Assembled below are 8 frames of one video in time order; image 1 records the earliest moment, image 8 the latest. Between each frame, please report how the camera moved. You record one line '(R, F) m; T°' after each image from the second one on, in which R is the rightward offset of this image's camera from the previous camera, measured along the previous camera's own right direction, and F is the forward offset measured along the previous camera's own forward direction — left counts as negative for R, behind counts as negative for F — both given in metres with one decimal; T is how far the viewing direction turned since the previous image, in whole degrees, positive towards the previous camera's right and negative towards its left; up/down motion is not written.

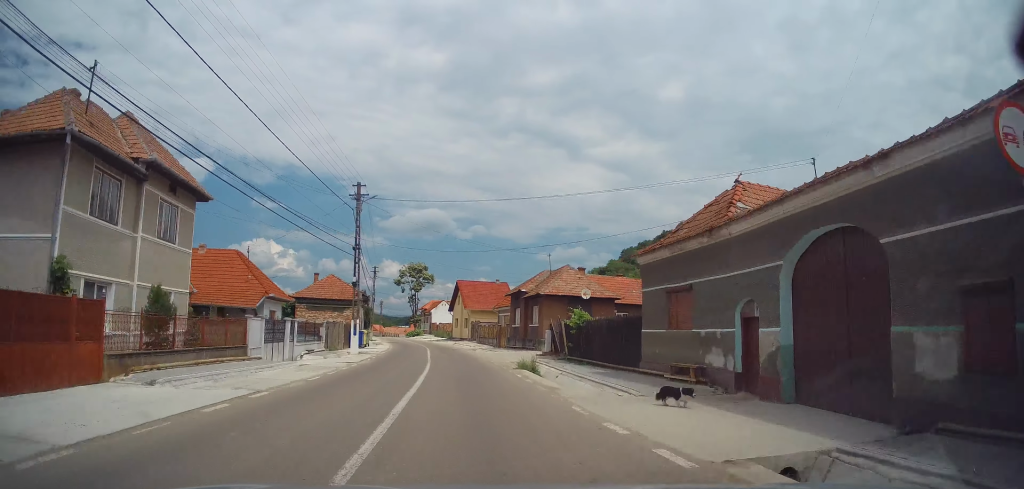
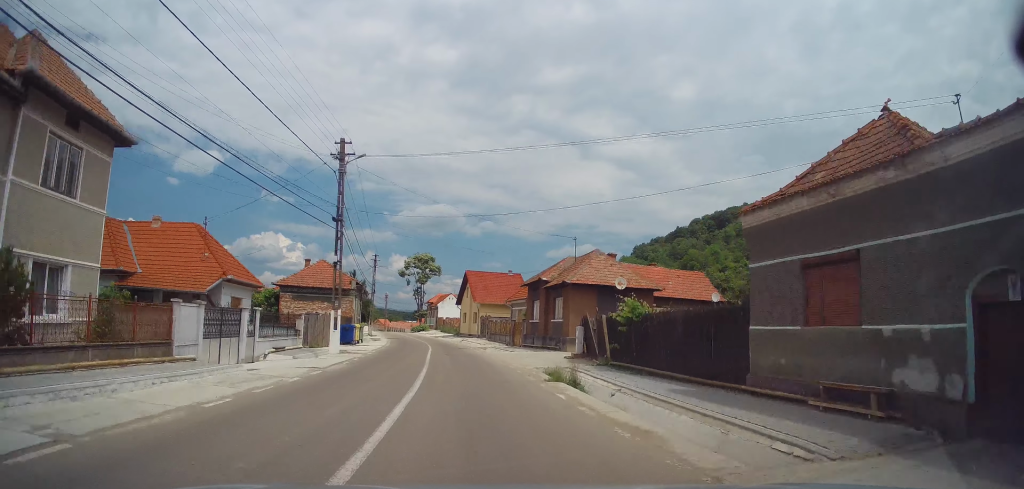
(0.0, +6.3) m; -1°
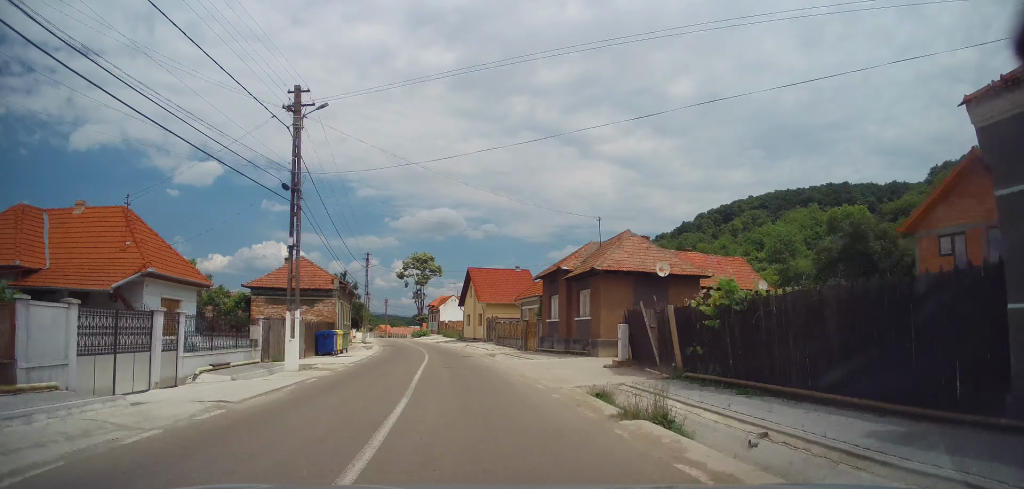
(-0.1, +6.3) m; -1°
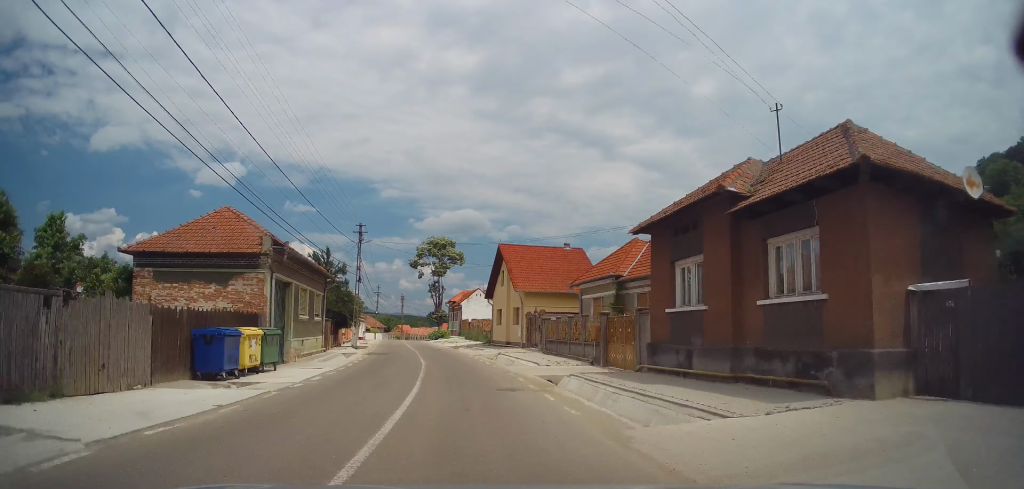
(-0.1, +15.8) m; -1°
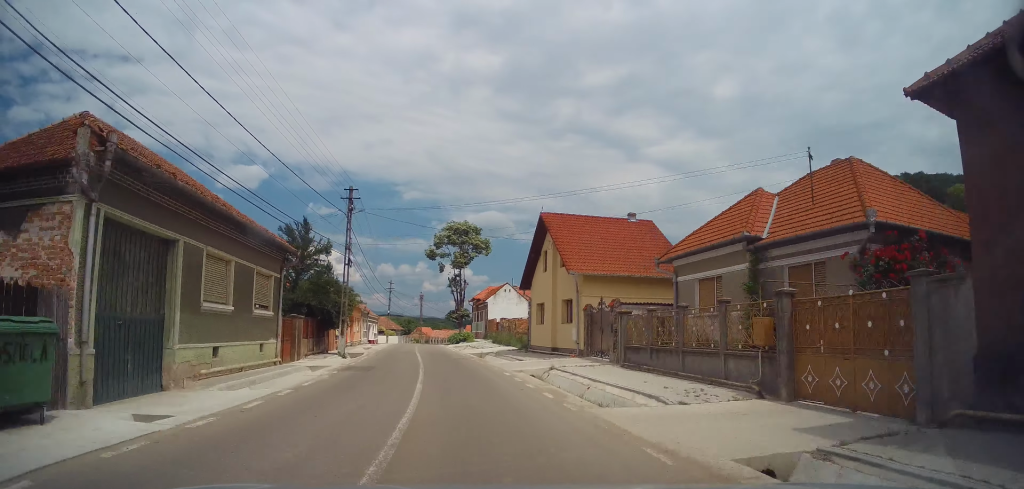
(-0.1, +11.2) m; -3°
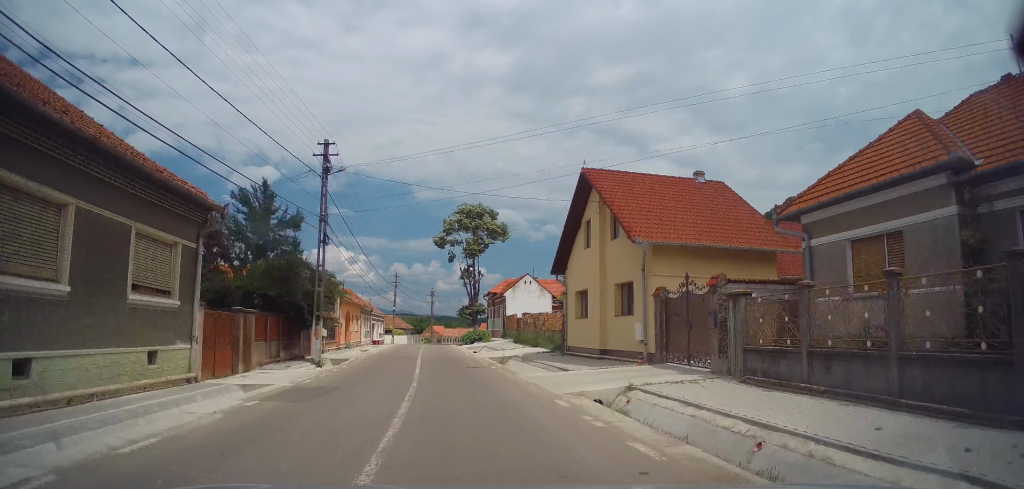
(-0.3, +7.5) m; -2°
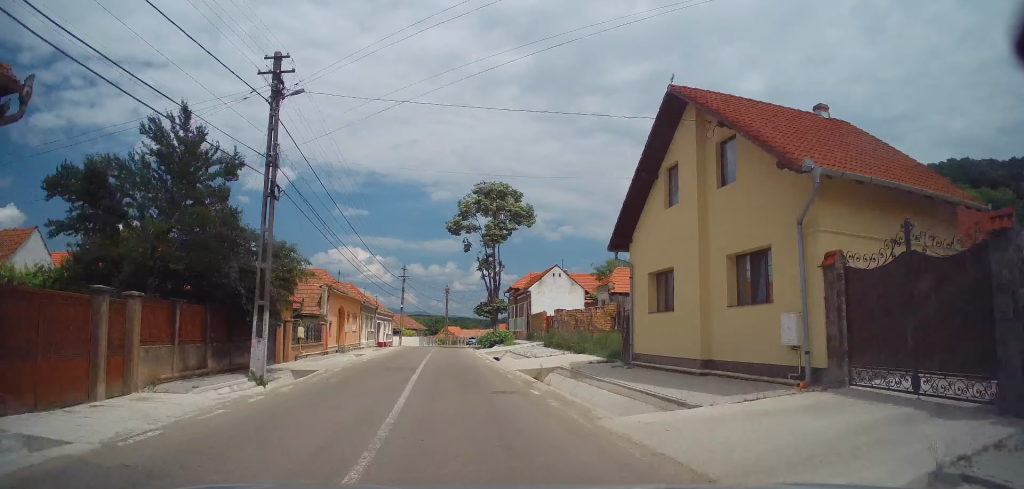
(-0.1, +7.9) m; -2°
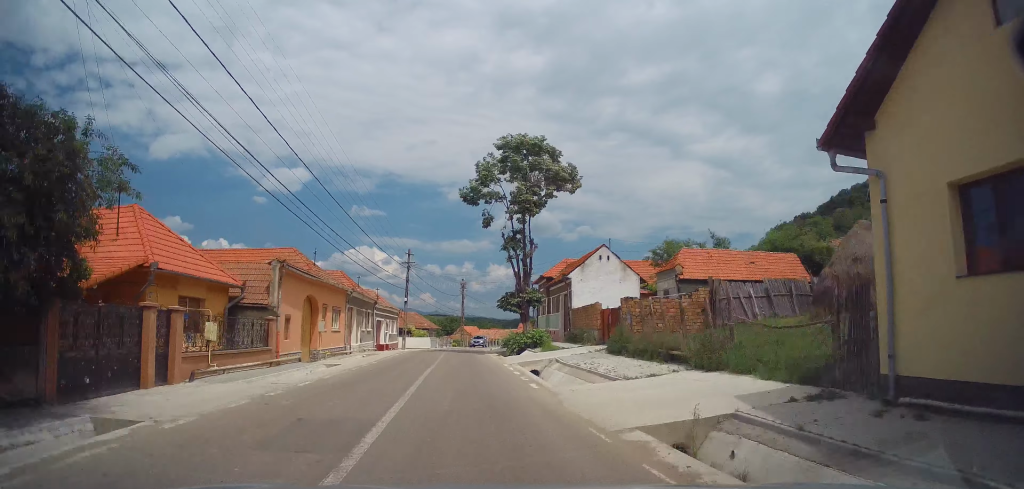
(-0.1, +10.6) m; -2°
